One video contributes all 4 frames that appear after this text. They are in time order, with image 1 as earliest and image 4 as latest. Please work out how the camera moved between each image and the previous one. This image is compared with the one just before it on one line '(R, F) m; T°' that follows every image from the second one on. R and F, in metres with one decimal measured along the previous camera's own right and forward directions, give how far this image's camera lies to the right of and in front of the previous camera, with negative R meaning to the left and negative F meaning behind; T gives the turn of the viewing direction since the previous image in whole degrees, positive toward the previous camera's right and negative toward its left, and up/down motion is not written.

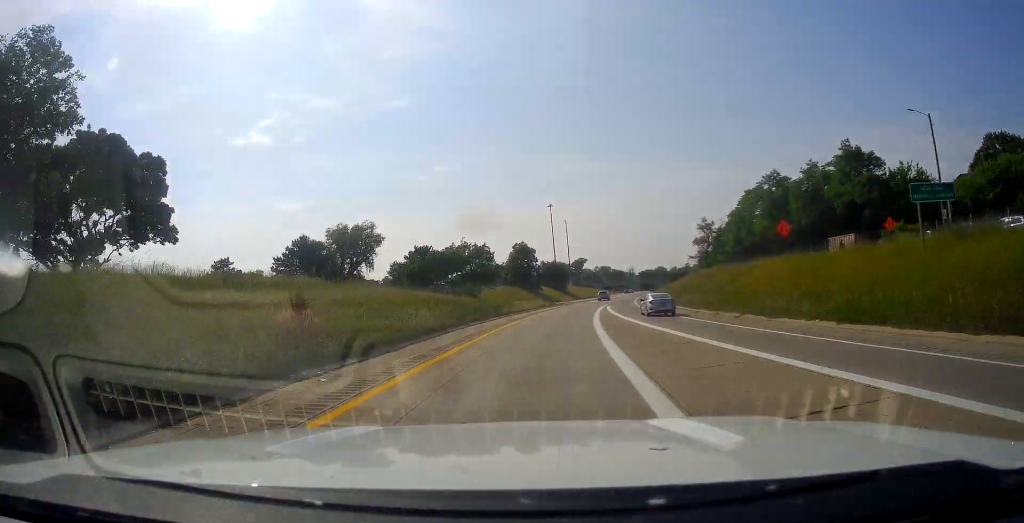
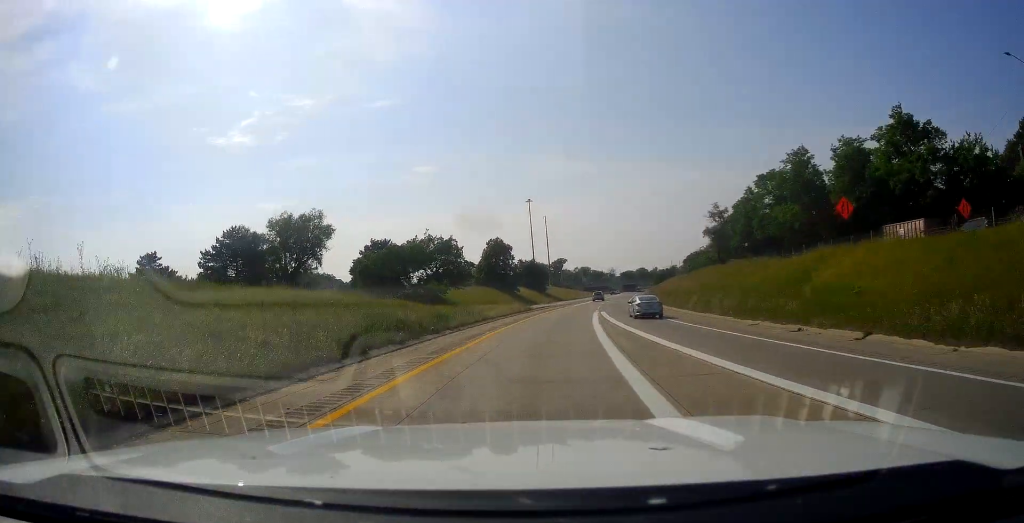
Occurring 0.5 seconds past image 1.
(+0.2, +15.2) m; +2°
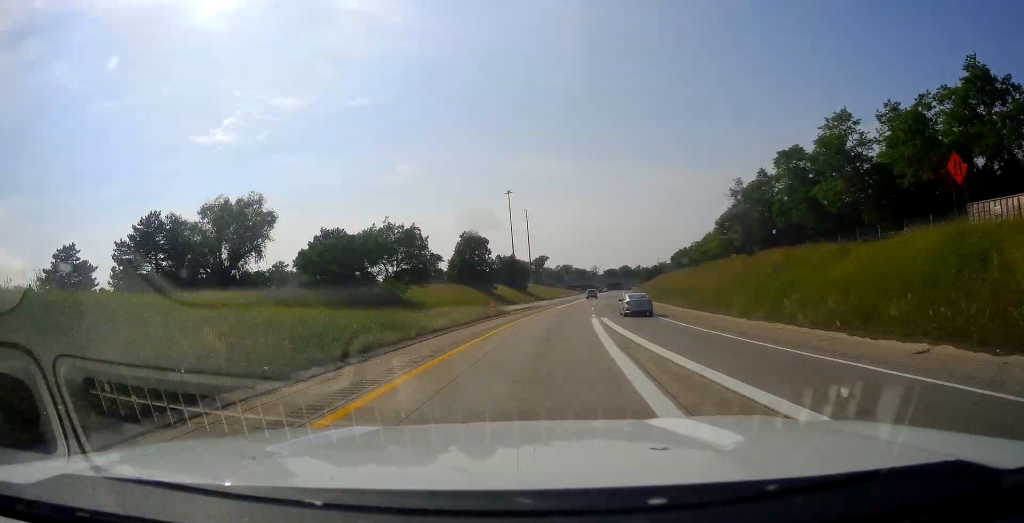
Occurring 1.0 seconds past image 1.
(-0.2, +14.1) m; +2°
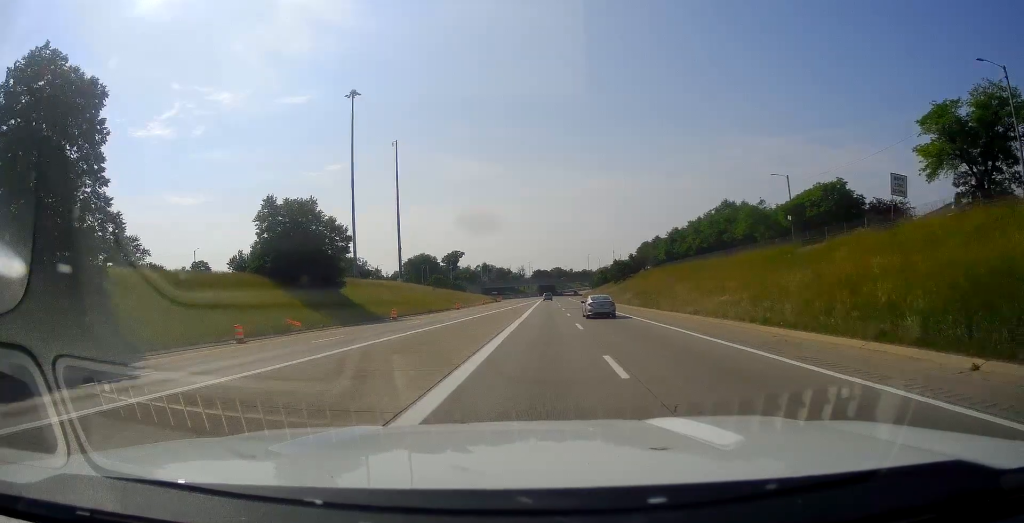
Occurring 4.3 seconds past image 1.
(+11.9, +100.5) m; +11°
